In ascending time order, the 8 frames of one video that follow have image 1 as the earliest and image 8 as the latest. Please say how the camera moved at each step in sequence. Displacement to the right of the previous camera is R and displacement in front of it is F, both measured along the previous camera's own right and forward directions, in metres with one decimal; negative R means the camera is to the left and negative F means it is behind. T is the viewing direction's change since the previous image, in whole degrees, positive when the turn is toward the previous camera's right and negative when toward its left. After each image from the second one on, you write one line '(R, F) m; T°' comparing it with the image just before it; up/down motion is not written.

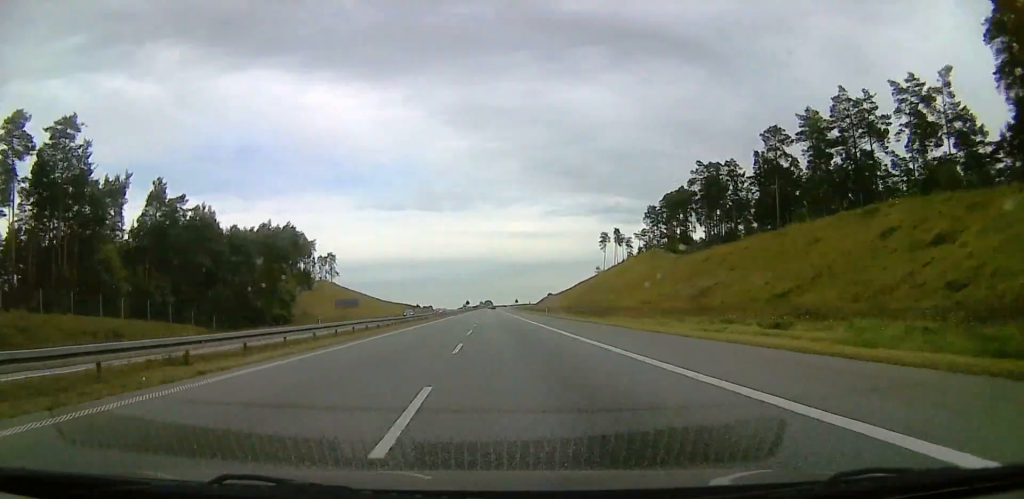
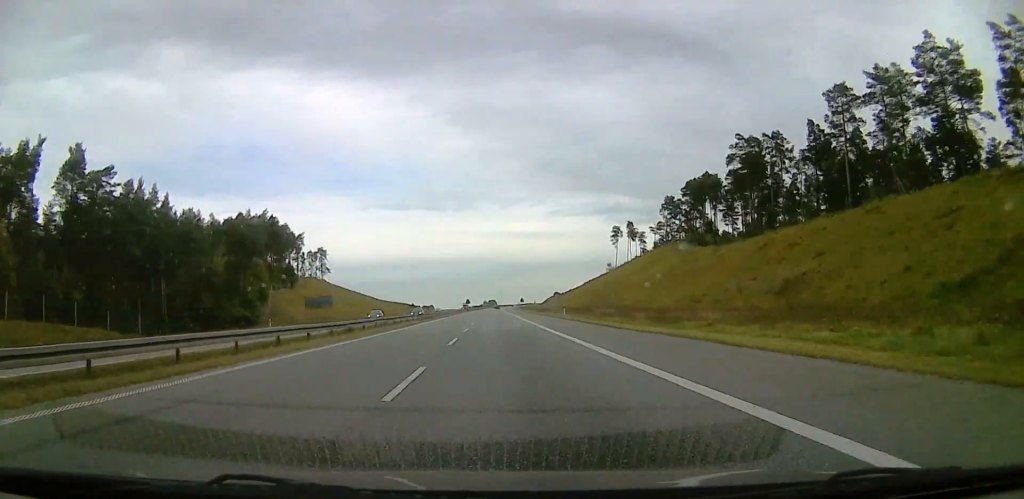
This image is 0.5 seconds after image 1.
(-0.2, +19.8) m; 0°
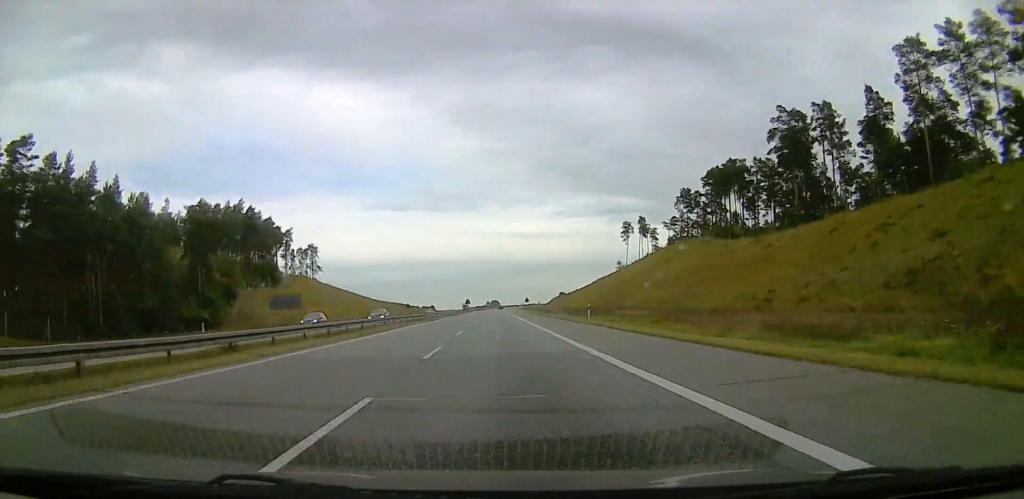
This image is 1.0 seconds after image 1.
(+0.2, +16.1) m; 0°
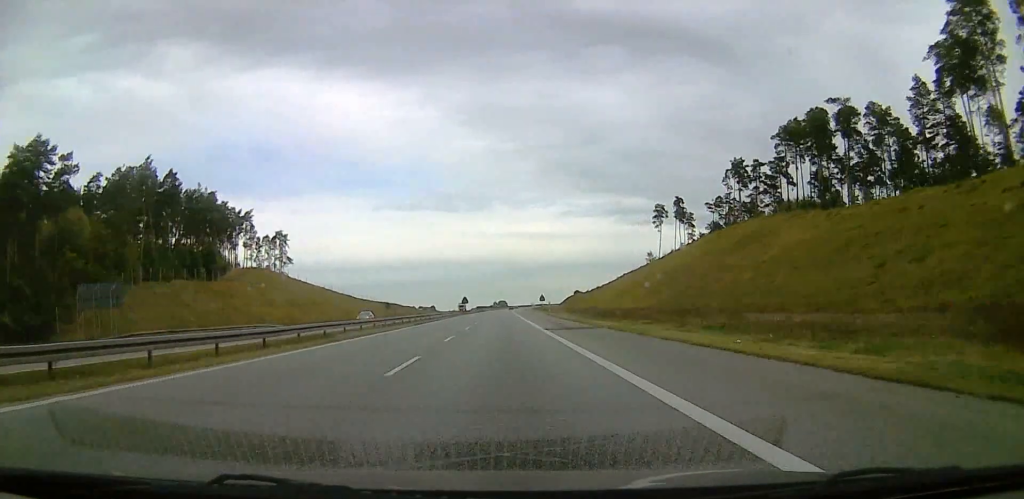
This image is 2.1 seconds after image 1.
(+0.3, +40.9) m; 0°
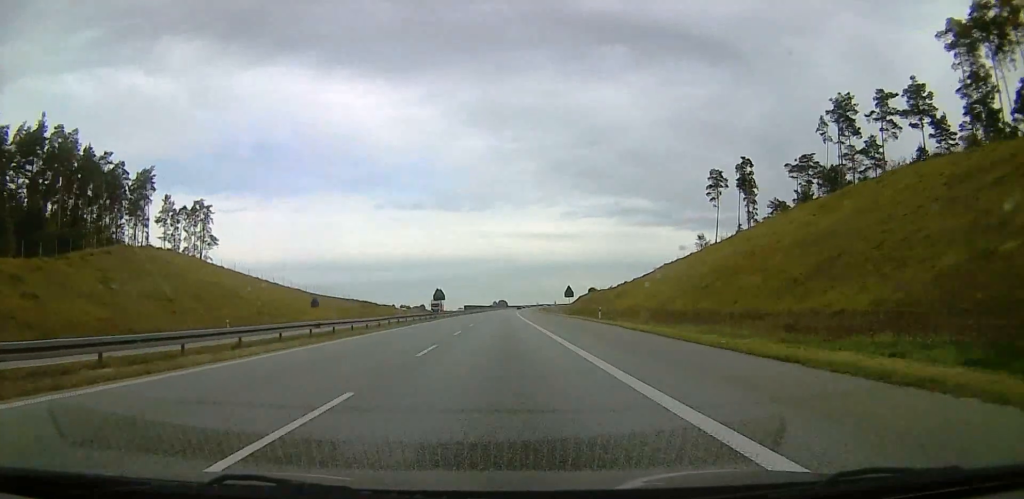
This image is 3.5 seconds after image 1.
(-0.5, +54.4) m; -1°
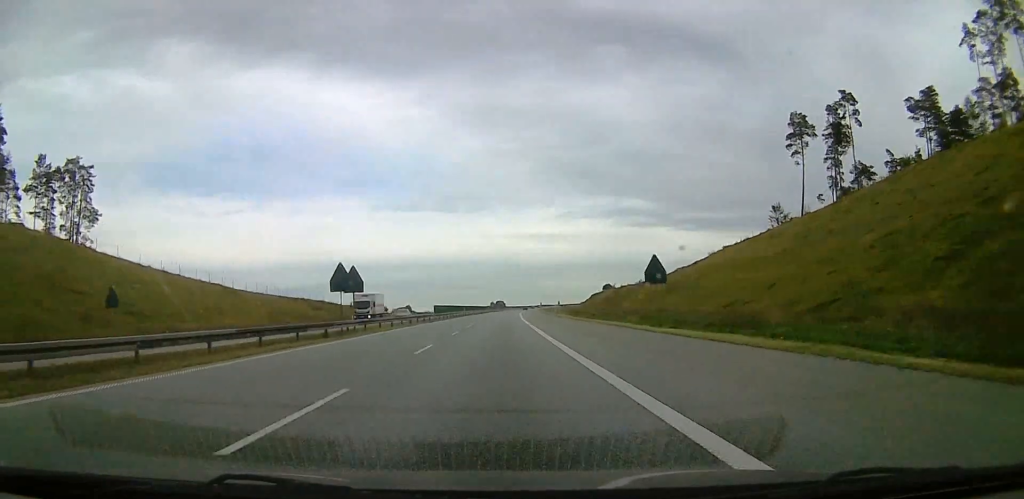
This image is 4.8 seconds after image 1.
(0.0, +46.6) m; 0°
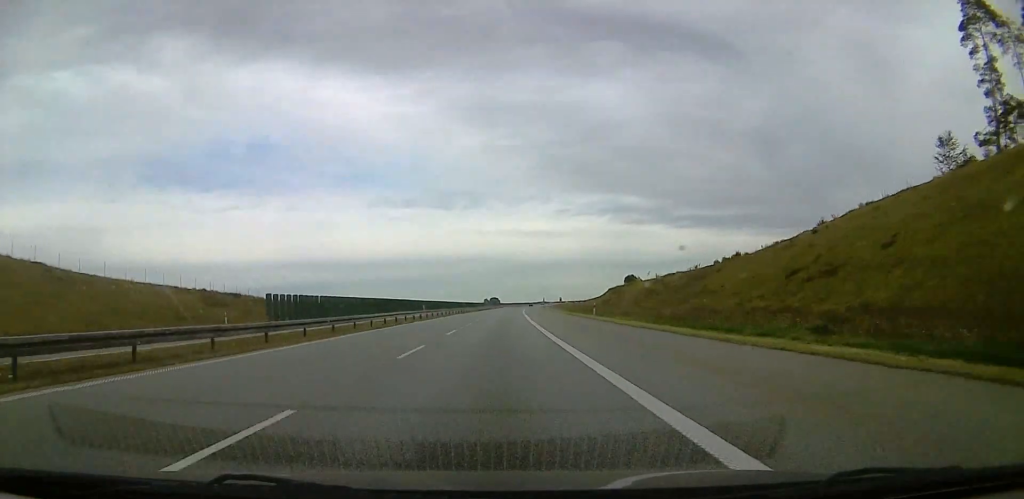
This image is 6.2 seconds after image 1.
(+0.8, +49.3) m; +2°
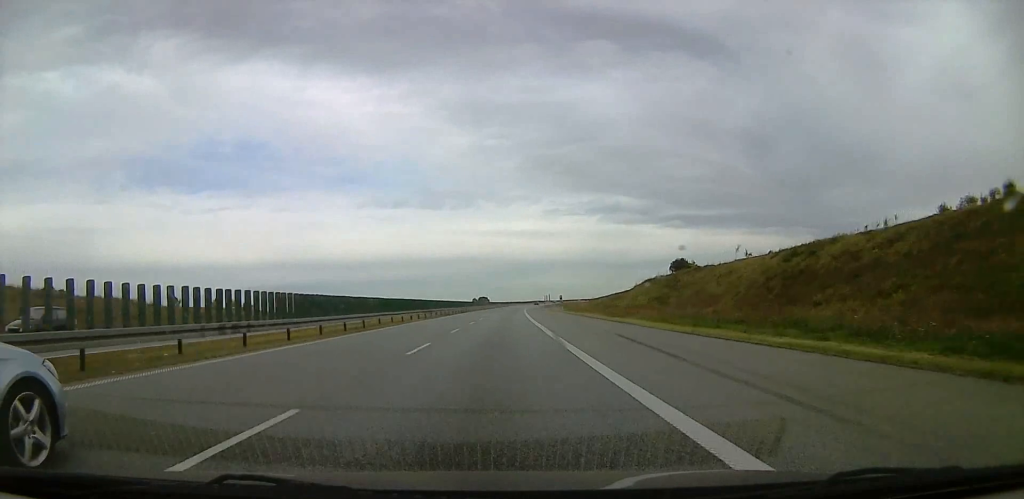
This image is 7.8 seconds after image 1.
(-0.1, +57.9) m; 0°
